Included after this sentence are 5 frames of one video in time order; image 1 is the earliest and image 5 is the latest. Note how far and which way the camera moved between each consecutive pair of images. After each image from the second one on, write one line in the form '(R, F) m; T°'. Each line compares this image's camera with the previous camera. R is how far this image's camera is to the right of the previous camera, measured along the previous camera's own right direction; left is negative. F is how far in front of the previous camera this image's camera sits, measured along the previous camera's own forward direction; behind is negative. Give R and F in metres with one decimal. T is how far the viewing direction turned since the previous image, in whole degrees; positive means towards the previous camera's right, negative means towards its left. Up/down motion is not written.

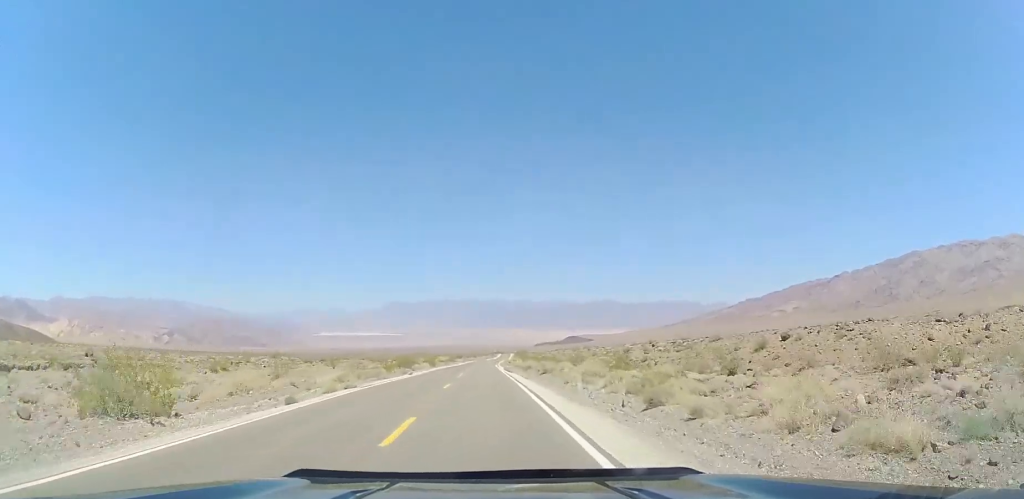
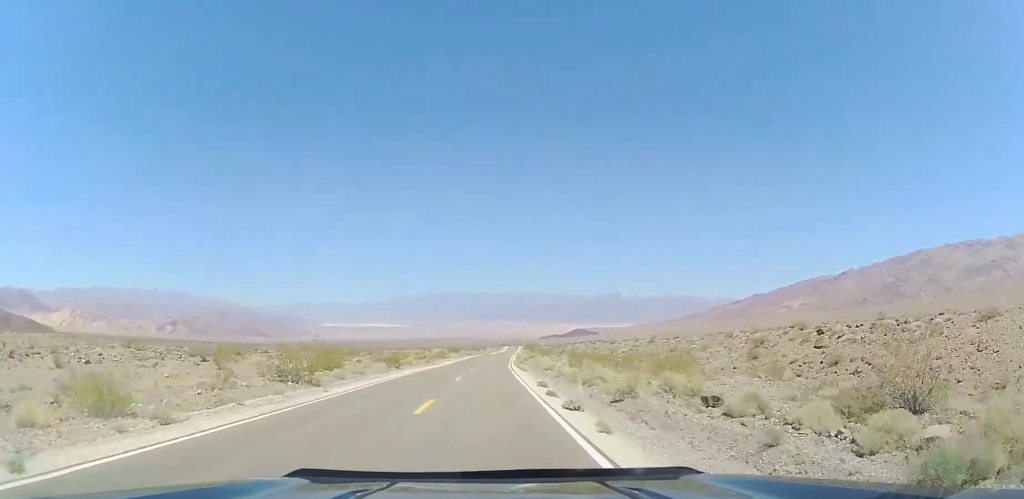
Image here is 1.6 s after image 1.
(-0.6, +40.5) m; -1°
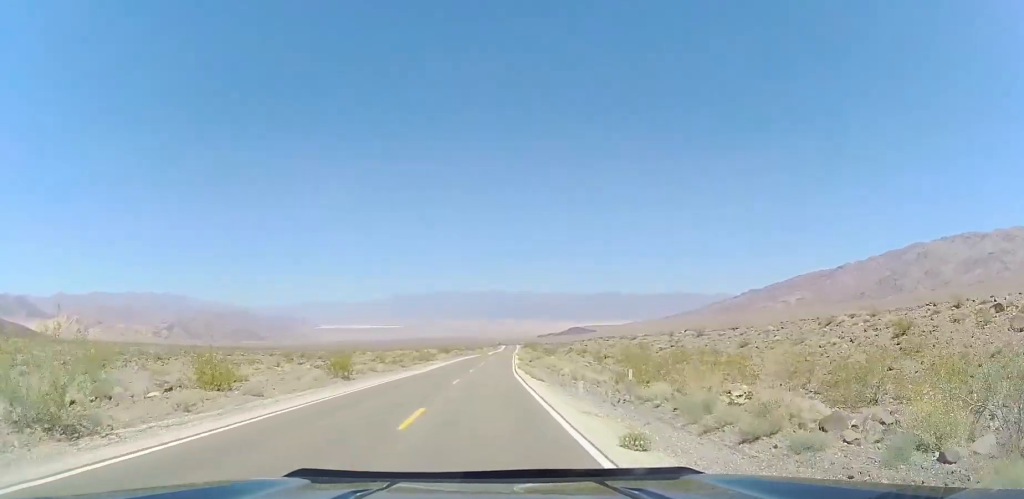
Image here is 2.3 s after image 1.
(-0.1, +17.5) m; -1°
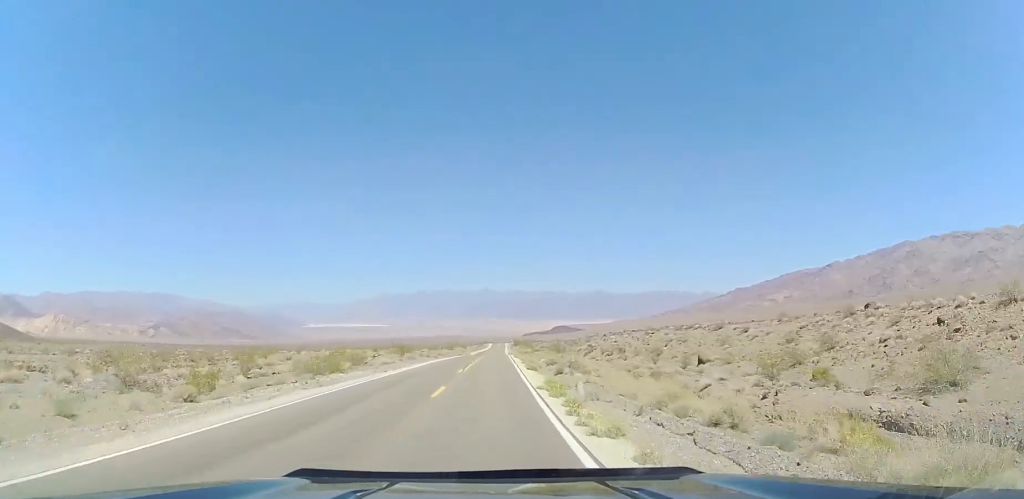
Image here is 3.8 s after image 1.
(0.0, +37.2) m; +2°
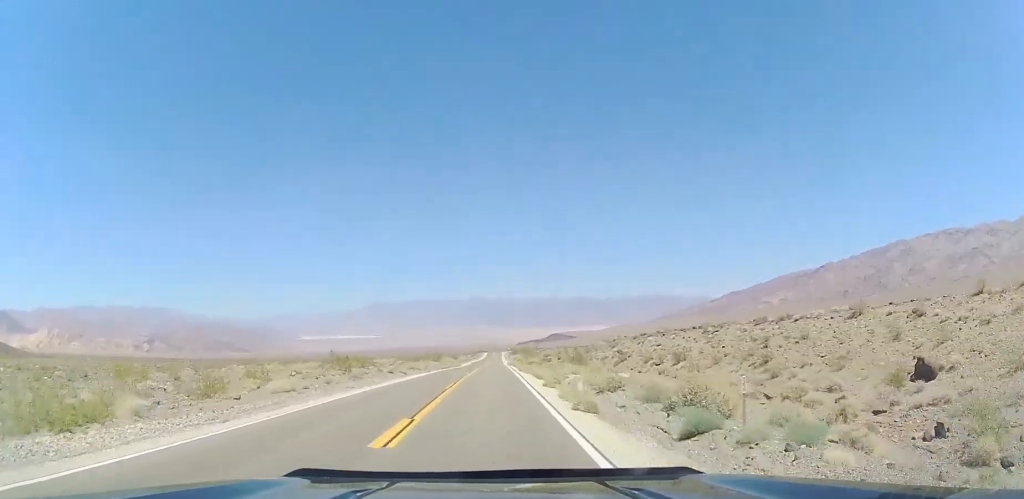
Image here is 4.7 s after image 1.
(+0.8, +21.6) m; +1°
